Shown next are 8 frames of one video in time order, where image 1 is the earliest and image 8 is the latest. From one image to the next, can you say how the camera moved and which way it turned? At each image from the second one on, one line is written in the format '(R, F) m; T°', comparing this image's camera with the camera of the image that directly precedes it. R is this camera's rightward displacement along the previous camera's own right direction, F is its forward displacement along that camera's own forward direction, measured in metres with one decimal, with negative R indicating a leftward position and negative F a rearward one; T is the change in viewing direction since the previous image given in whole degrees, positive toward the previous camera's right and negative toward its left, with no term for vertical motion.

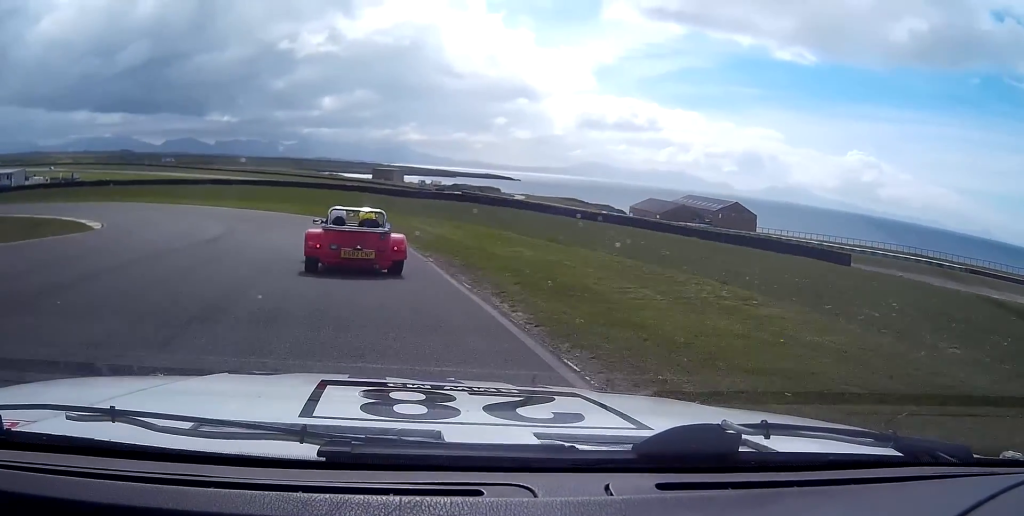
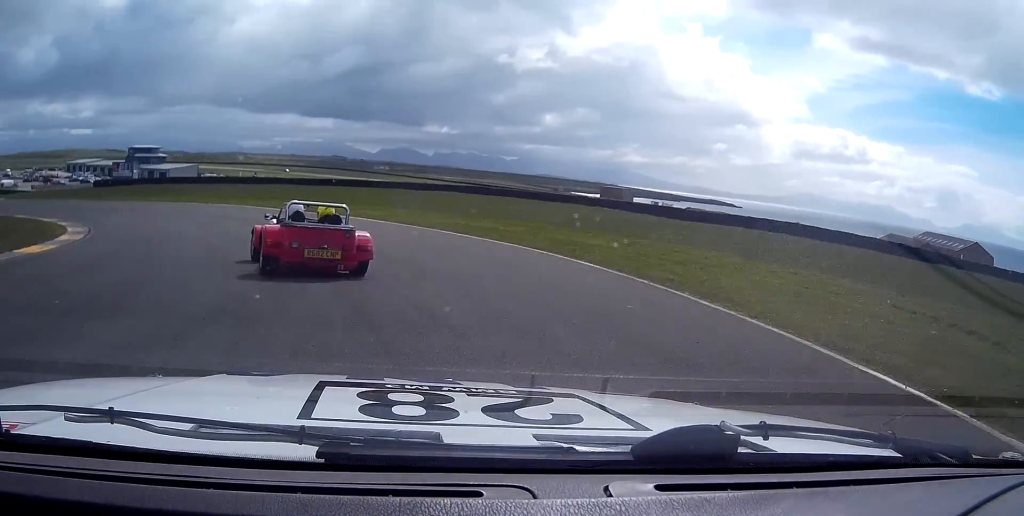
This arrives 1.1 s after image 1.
(-2.7, +23.5) m; -17°
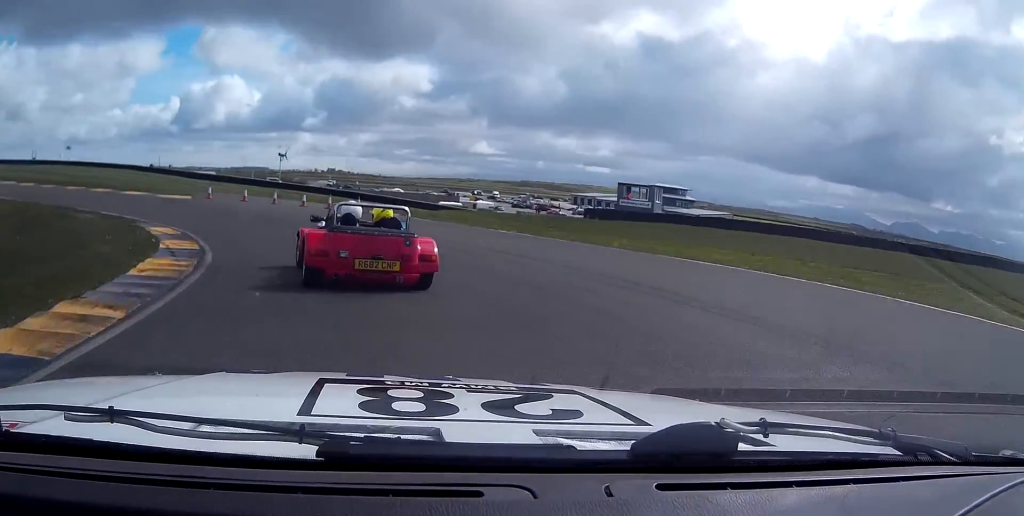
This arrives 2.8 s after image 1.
(-10.2, +31.0) m; -39°
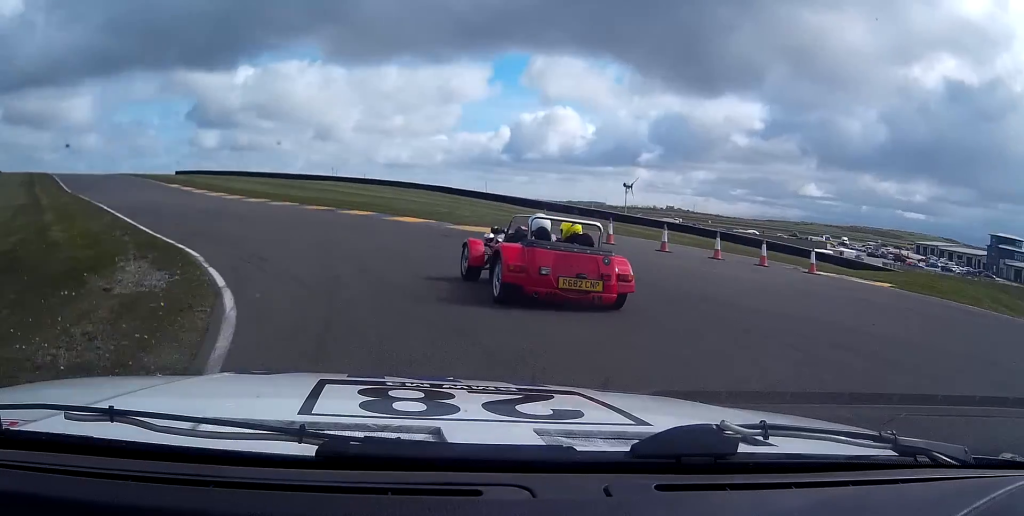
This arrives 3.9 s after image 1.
(-4.7, +20.8) m; -25°
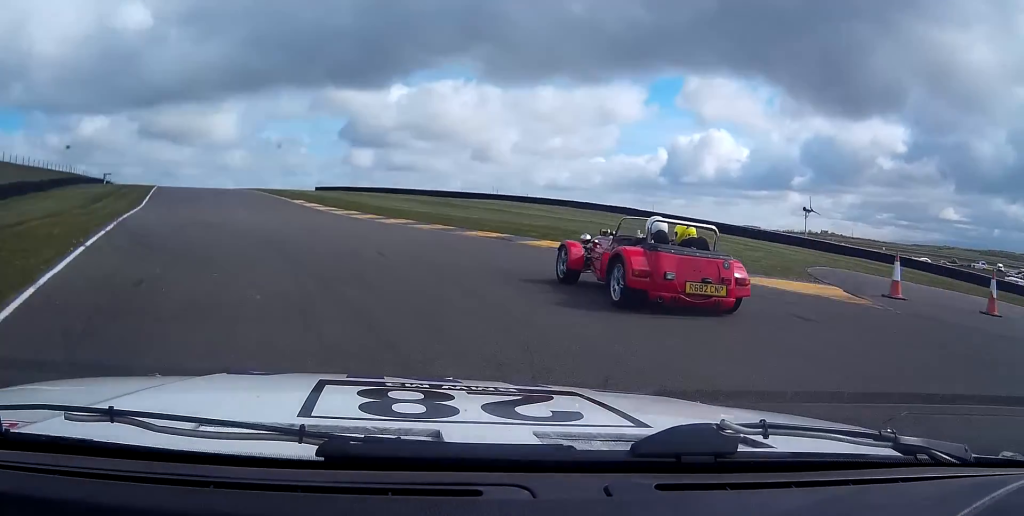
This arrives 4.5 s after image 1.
(-2.2, +13.2) m; -12°
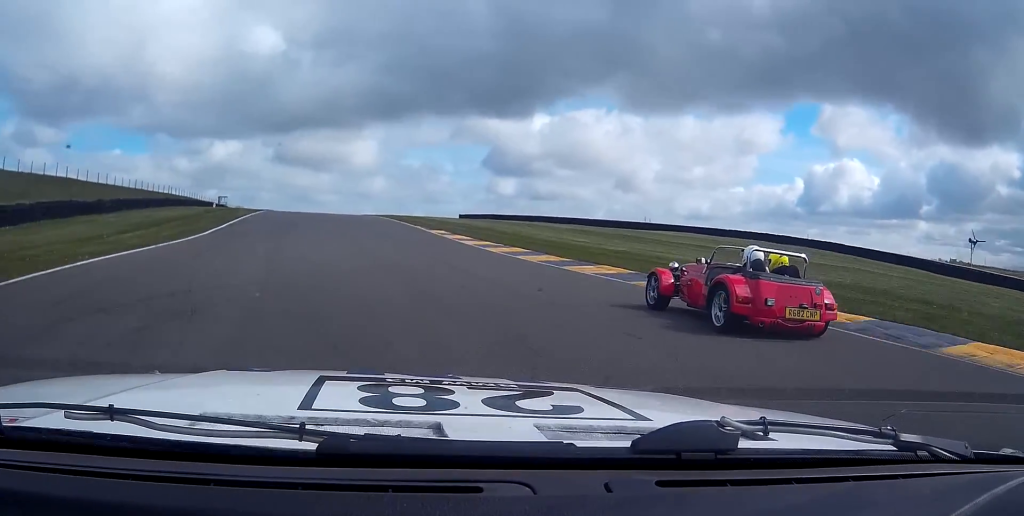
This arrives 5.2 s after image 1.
(-1.4, +14.6) m; -10°
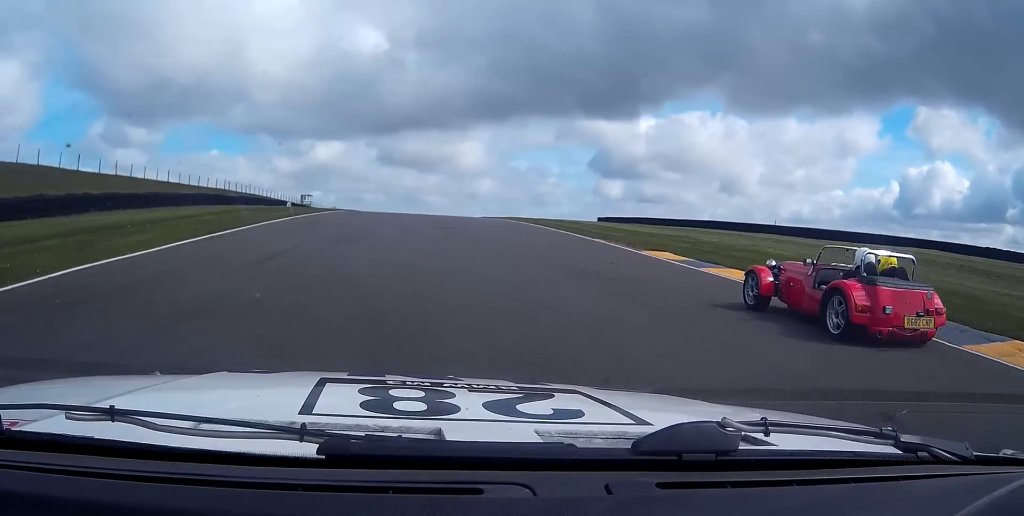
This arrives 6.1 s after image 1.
(-2.5, +23.5) m; -8°
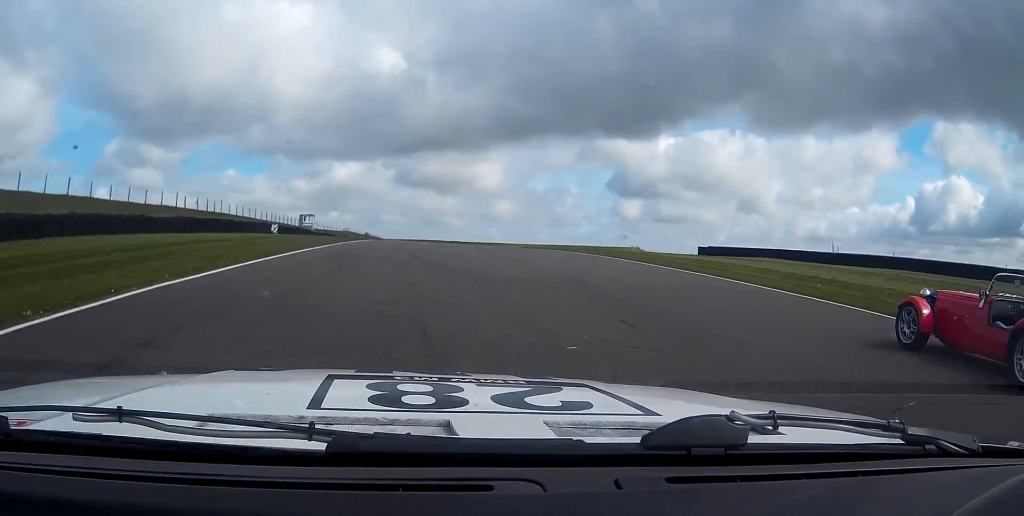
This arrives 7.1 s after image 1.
(-1.0, +26.2) m; -2°
